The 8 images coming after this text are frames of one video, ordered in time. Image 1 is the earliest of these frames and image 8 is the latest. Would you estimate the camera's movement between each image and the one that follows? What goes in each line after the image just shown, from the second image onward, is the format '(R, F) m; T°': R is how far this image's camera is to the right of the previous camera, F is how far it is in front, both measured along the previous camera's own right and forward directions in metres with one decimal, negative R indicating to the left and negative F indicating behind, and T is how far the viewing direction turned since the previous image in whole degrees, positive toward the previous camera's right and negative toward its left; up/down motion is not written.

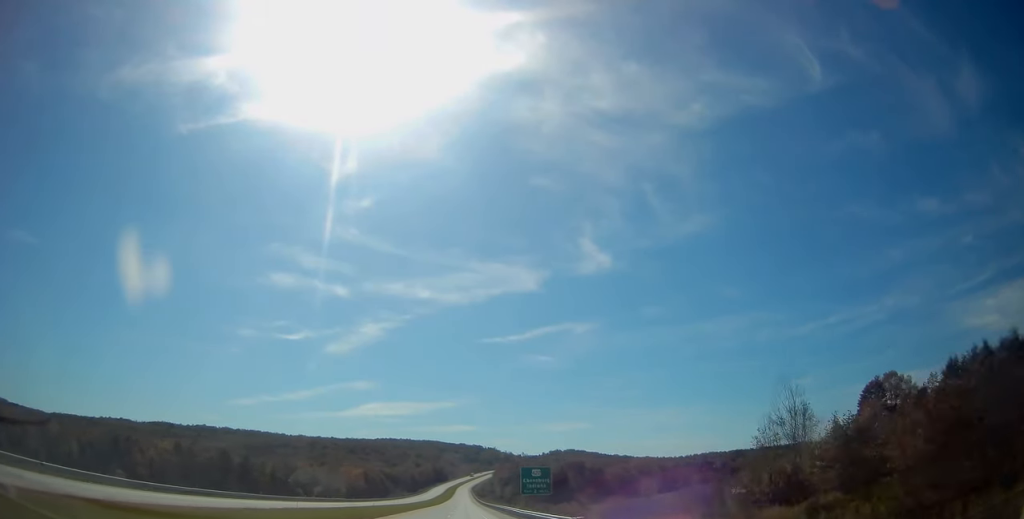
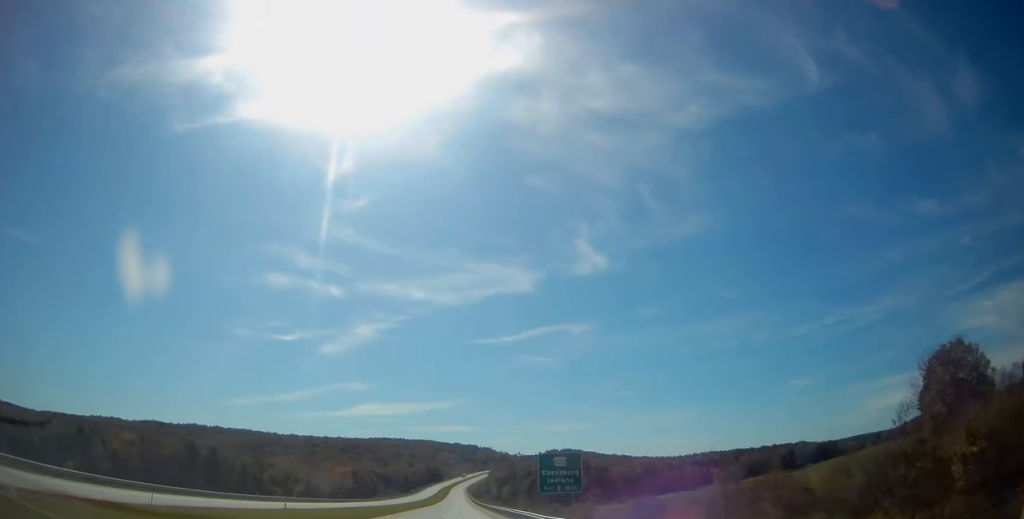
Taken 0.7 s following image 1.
(+0.2, +21.8) m; 0°
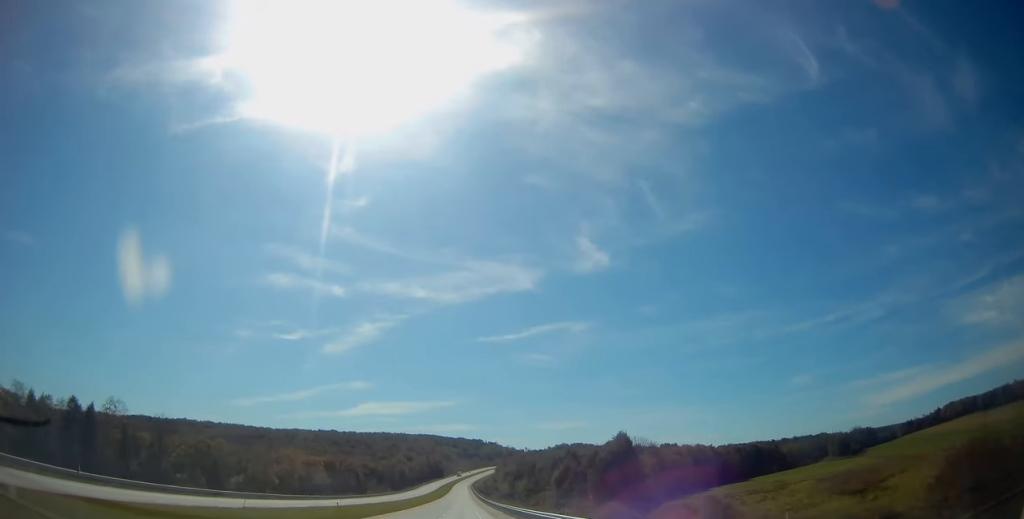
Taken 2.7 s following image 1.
(0.0, +63.9) m; 0°
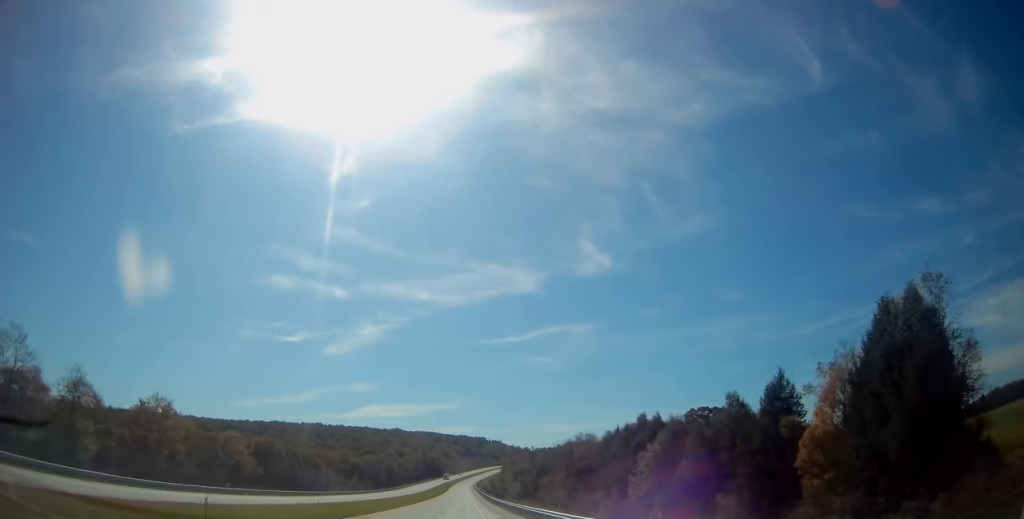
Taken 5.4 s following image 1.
(0.0, +84.1) m; 0°
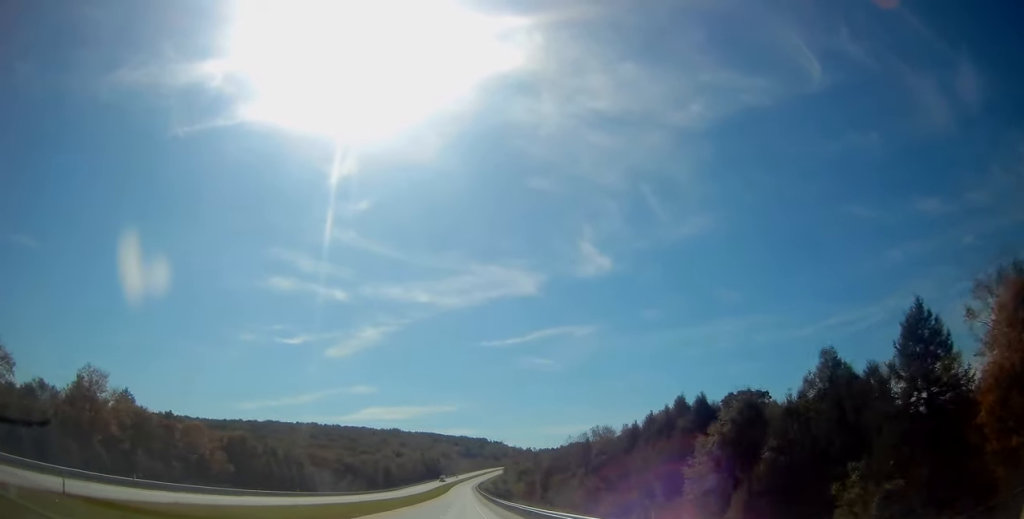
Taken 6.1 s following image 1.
(0.0, +22.1) m; 0°
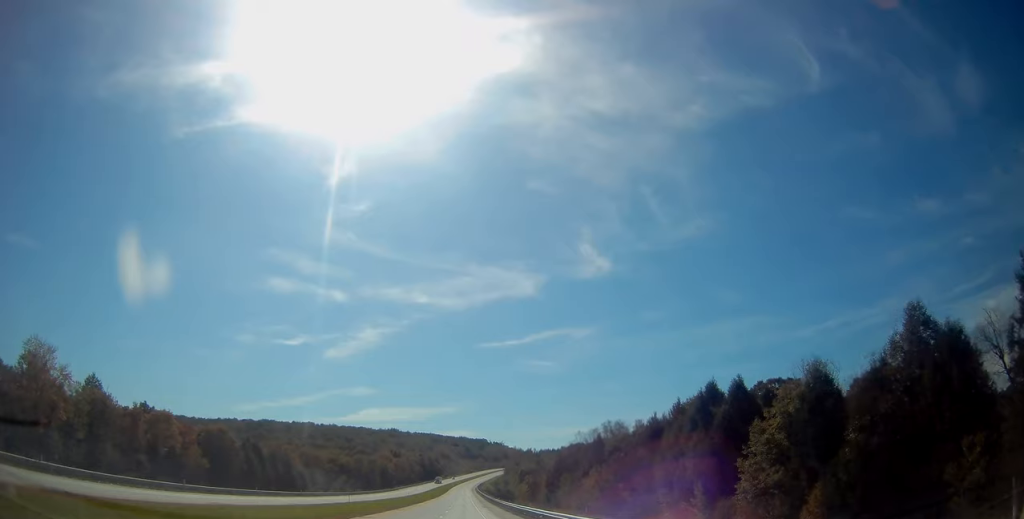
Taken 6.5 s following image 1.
(0.0, +13.7) m; 0°
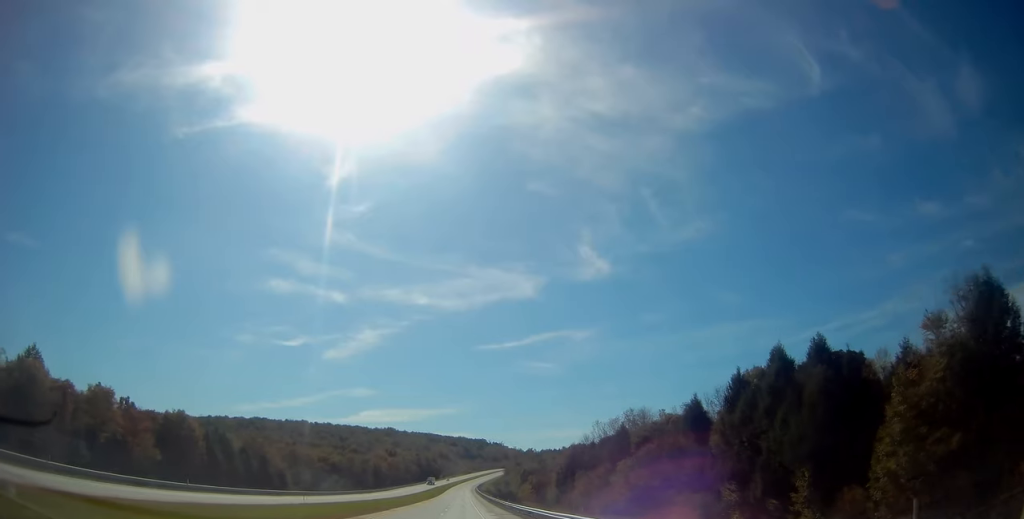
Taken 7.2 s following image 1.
(0.0, +21.0) m; 0°
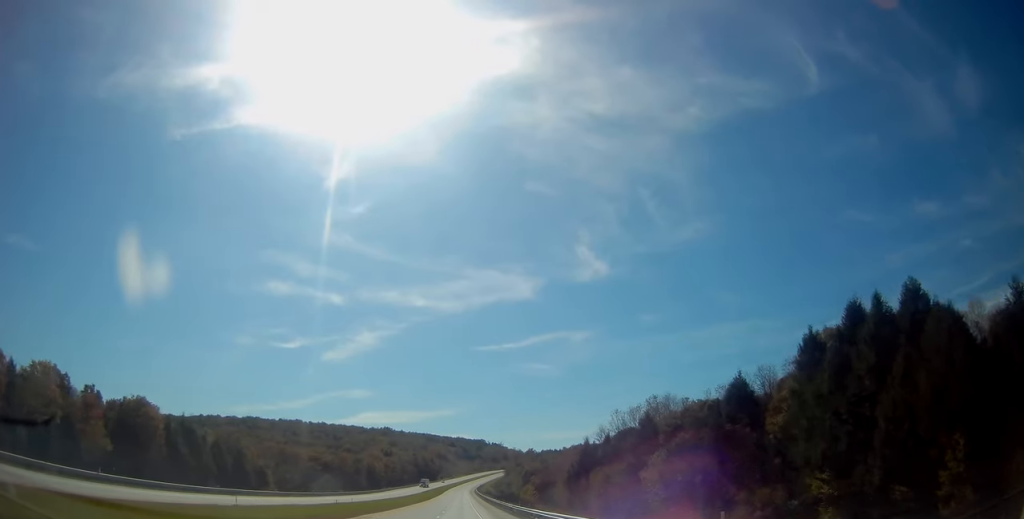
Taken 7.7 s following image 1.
(0.0, +16.8) m; 0°
